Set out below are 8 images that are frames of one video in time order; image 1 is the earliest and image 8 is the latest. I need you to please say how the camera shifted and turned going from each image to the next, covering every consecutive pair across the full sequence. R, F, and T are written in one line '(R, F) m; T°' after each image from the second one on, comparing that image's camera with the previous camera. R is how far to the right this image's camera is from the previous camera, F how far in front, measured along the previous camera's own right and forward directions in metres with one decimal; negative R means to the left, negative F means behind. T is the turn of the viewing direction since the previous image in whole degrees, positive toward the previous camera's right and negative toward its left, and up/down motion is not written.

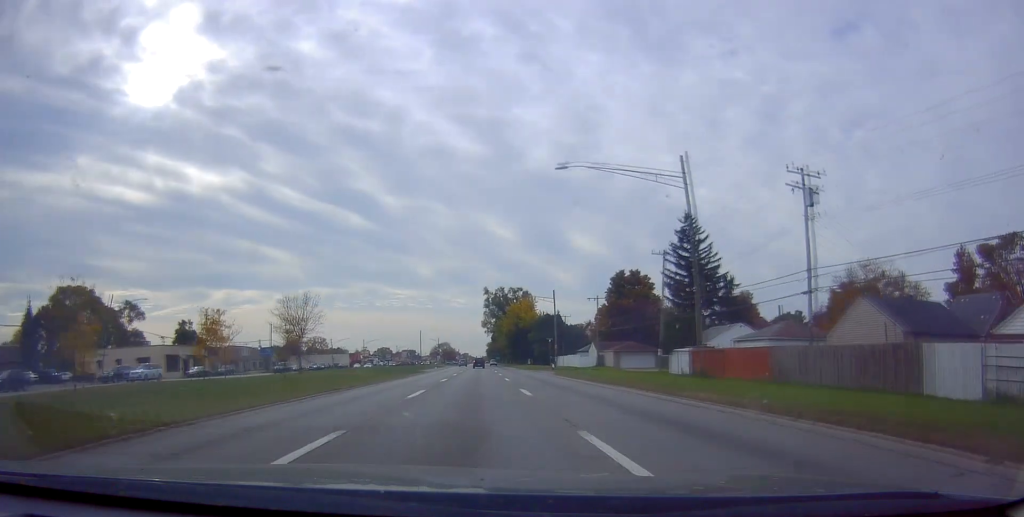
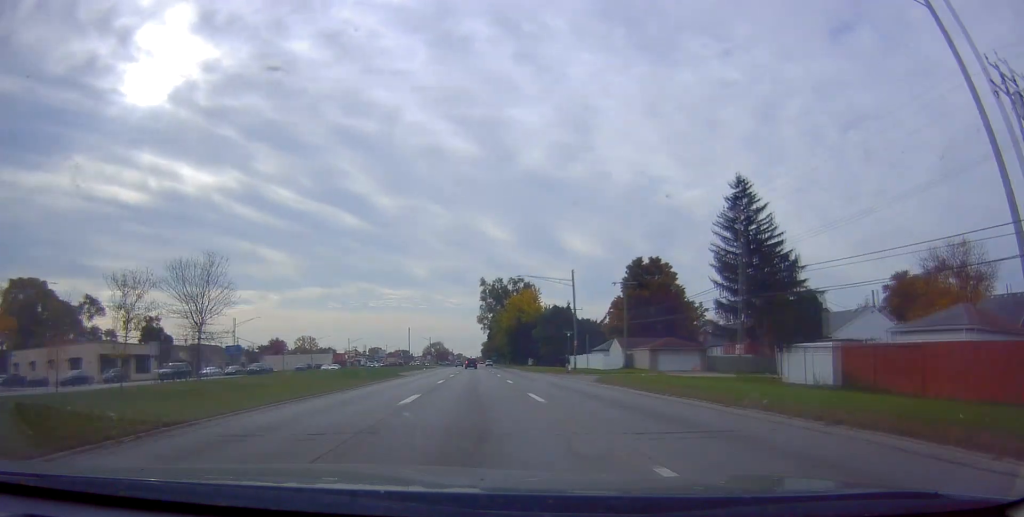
(-0.1, +19.4) m; 0°
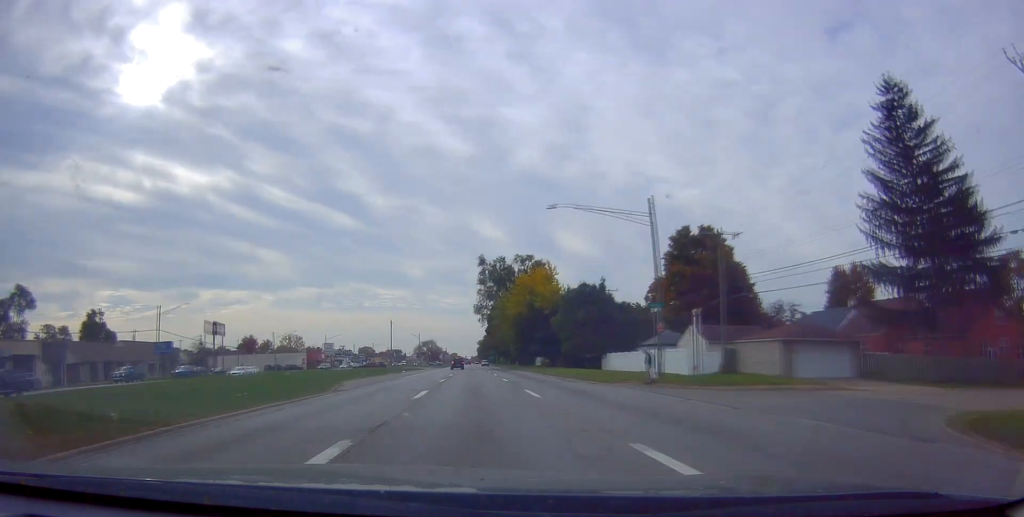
(+0.1, +28.0) m; +1°
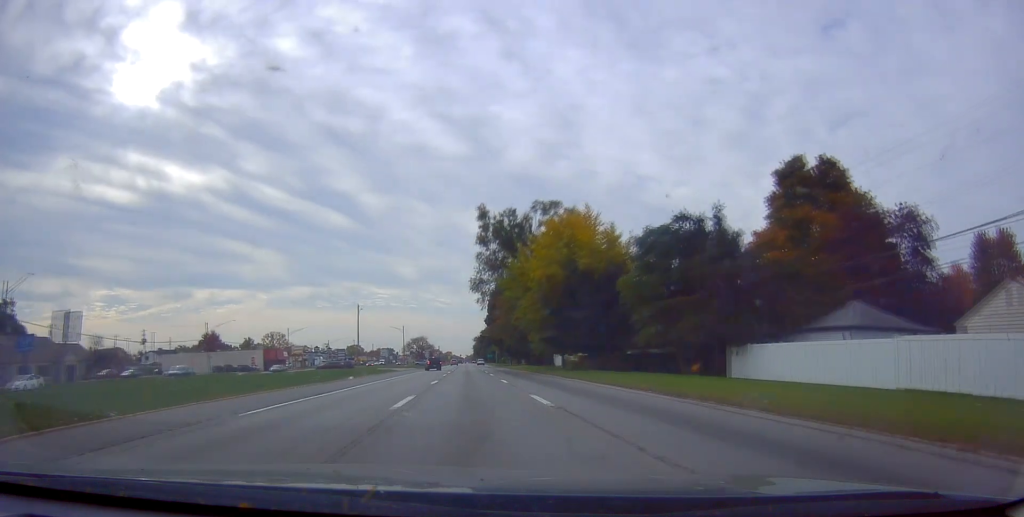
(0.0, +33.8) m; -1°
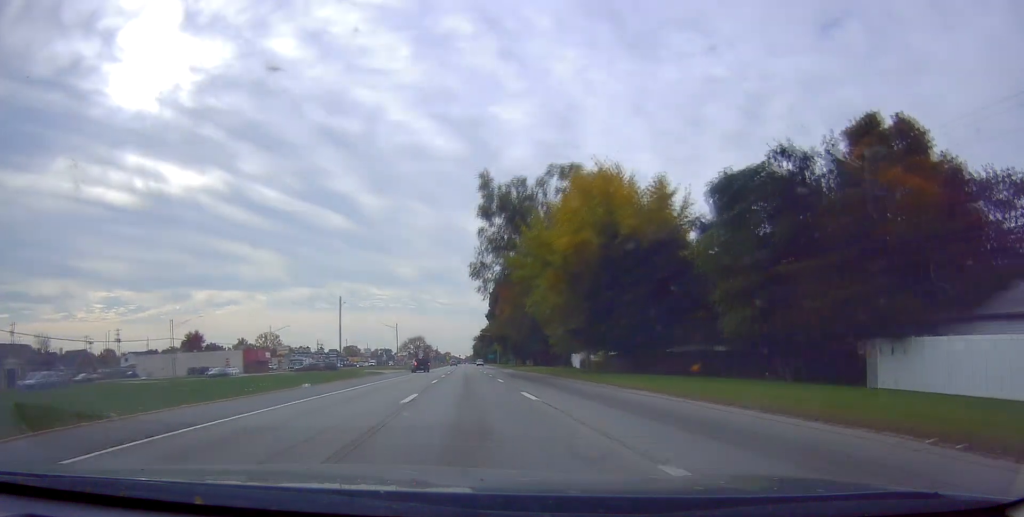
(0.0, +13.0) m; 0°
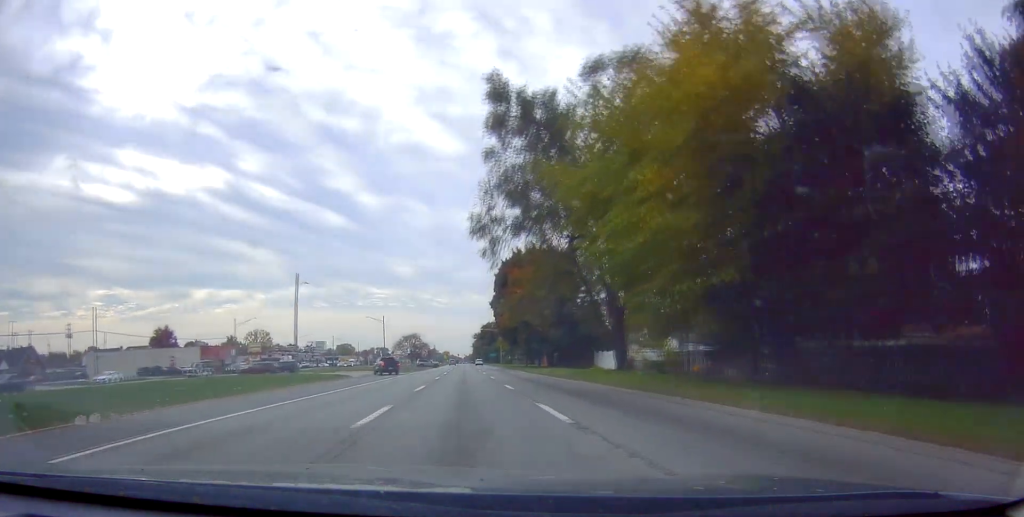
(0.0, +19.2) m; 0°
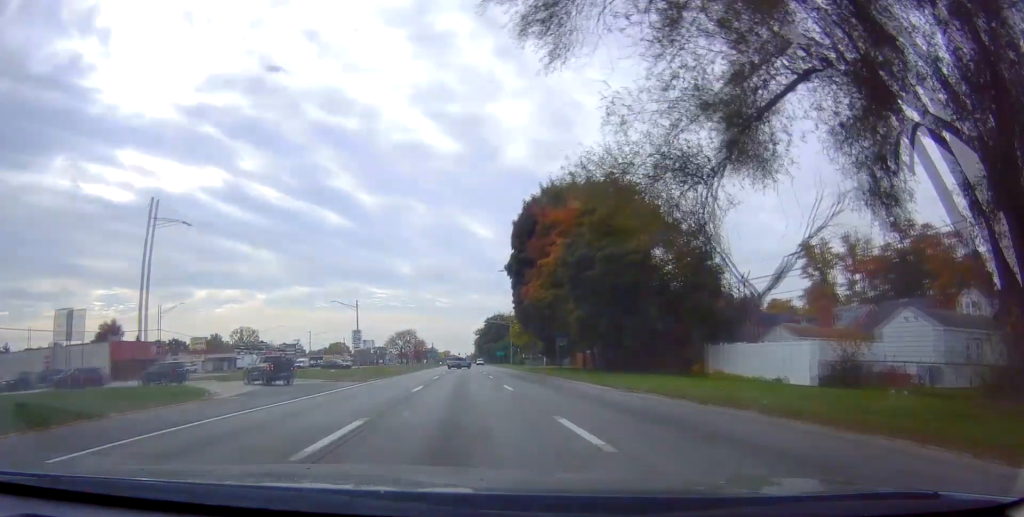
(+0.3, +28.6) m; 0°
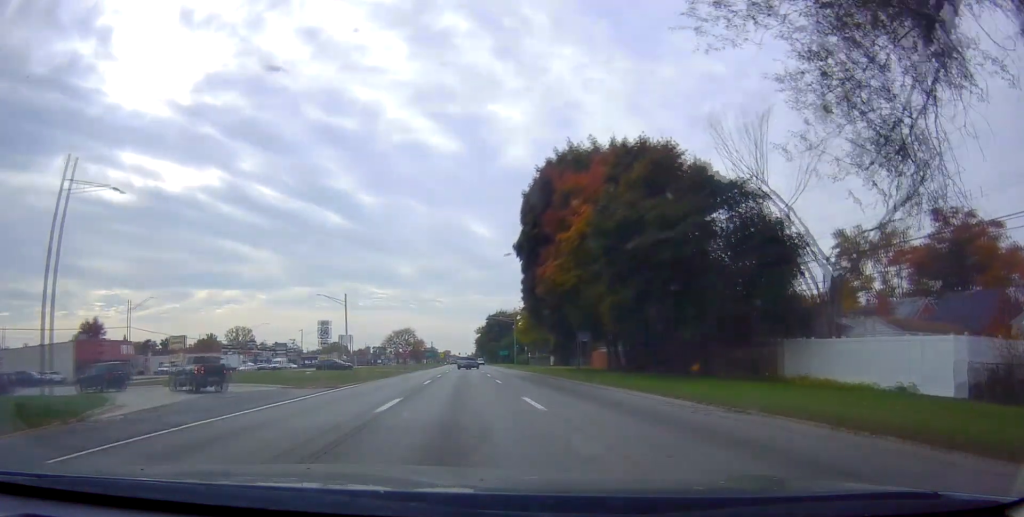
(0.0, +8.6) m; 0°
